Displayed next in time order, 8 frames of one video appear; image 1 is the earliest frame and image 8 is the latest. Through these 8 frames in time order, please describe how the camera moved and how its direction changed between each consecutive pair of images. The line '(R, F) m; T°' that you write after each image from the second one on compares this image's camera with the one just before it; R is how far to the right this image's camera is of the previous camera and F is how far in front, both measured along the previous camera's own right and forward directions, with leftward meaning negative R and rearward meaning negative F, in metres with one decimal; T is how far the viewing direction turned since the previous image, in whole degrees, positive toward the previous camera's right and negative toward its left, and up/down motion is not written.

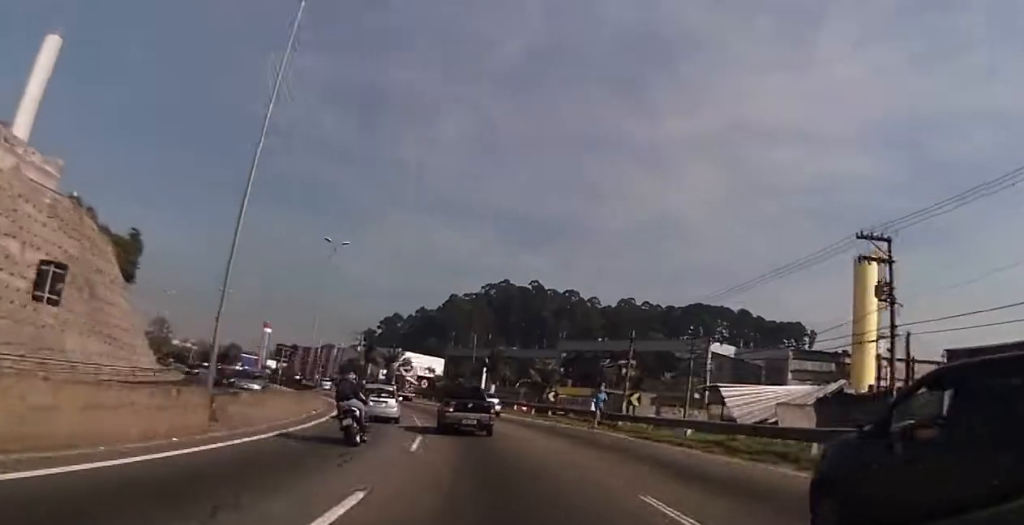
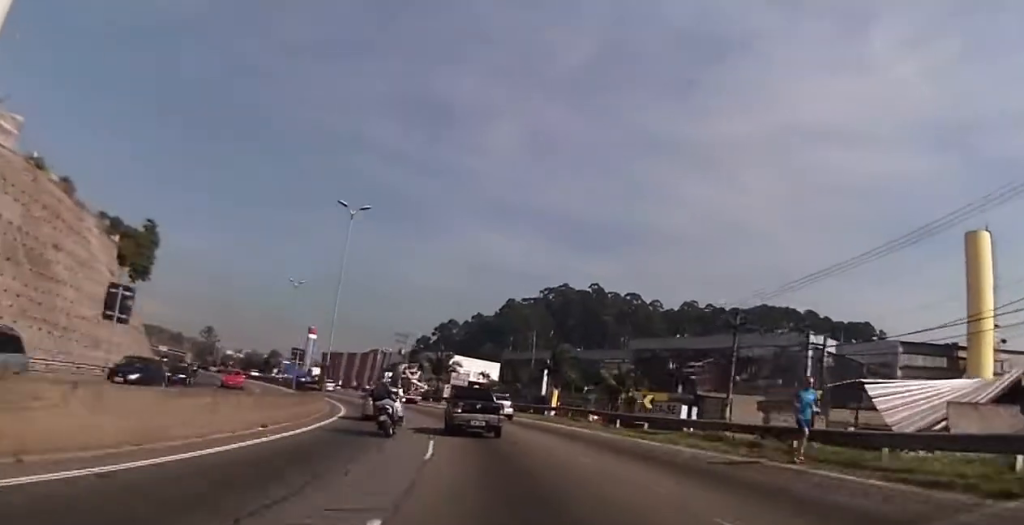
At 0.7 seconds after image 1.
(-1.2, +13.5) m; -6°
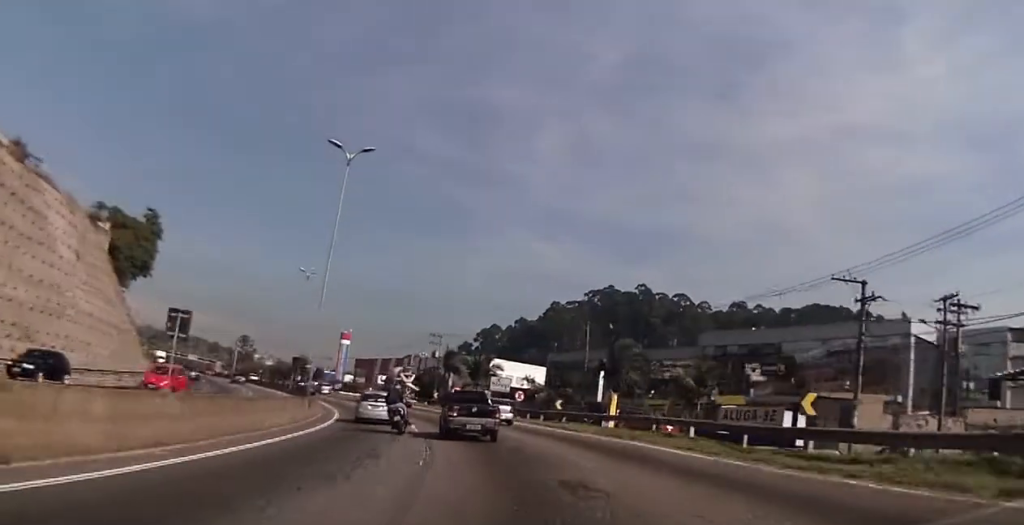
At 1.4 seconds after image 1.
(-0.6, +12.3) m; -5°
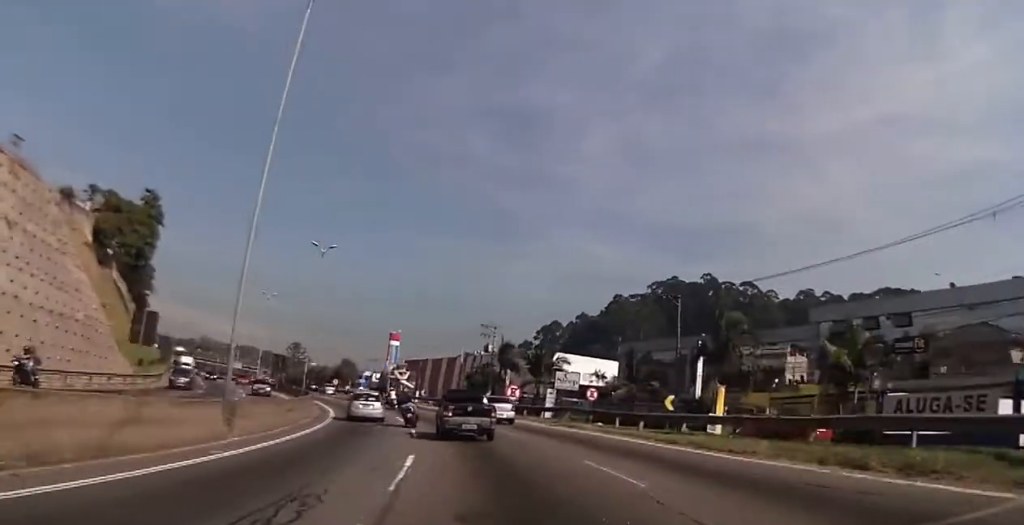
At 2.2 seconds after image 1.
(-0.7, +15.3) m; -6°
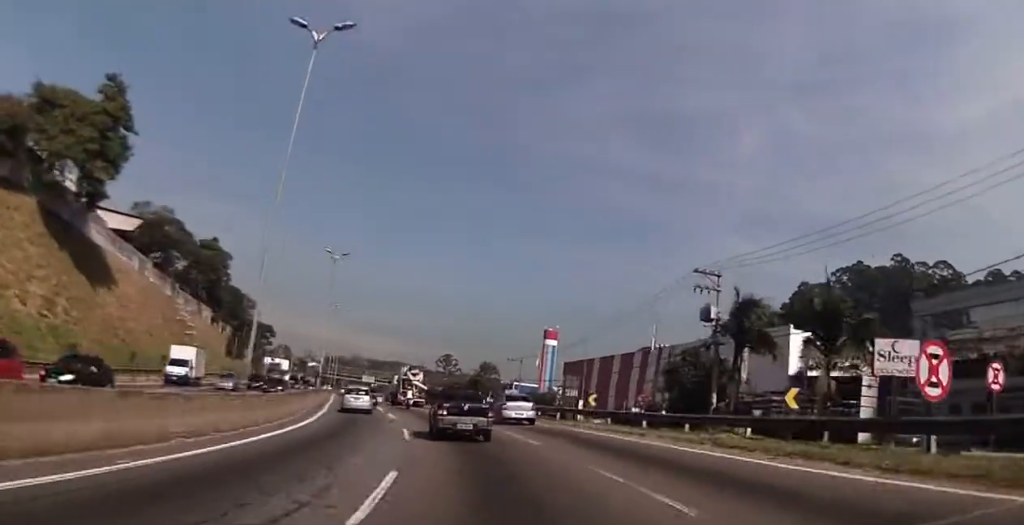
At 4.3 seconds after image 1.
(-3.3, +38.3) m; -11°
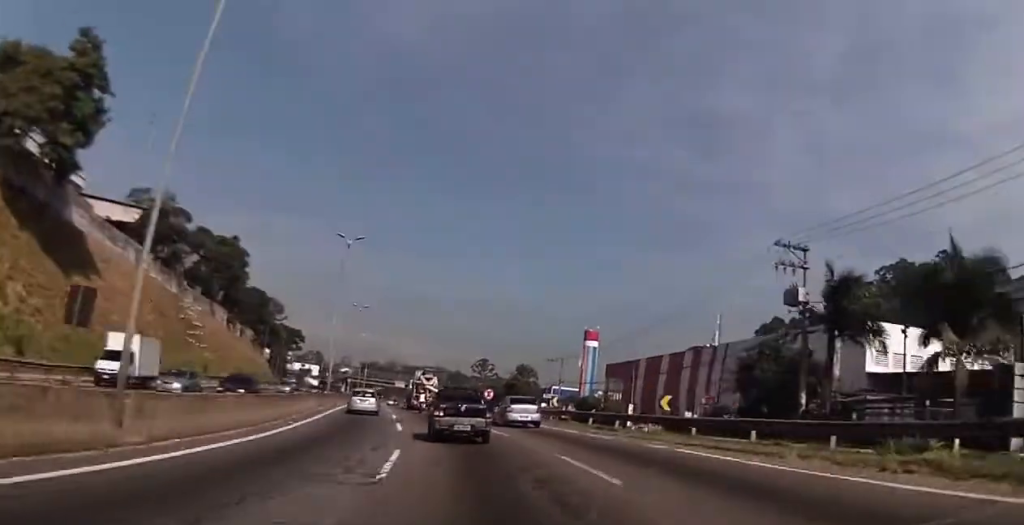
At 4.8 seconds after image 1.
(-0.3, +8.6) m; -4°
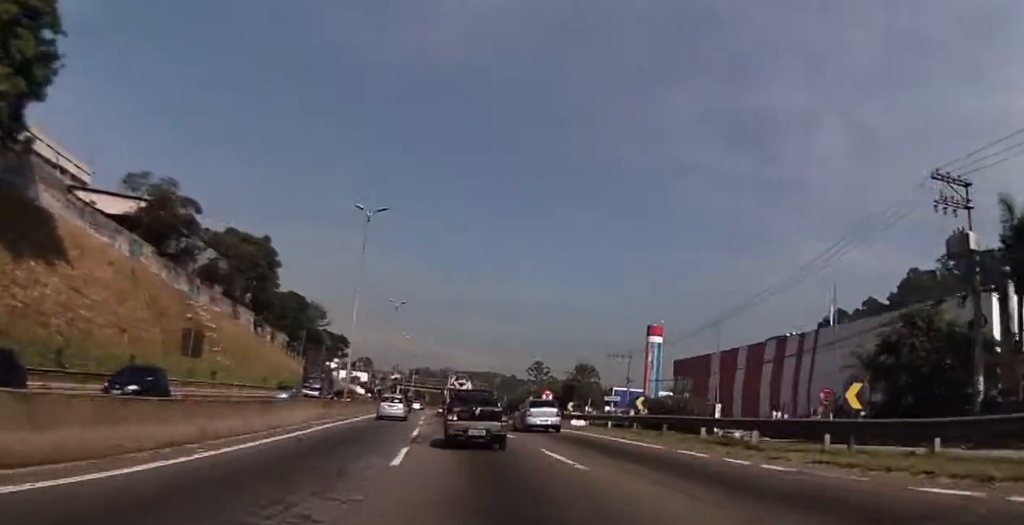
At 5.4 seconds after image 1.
(-0.5, +11.1) m; -4°
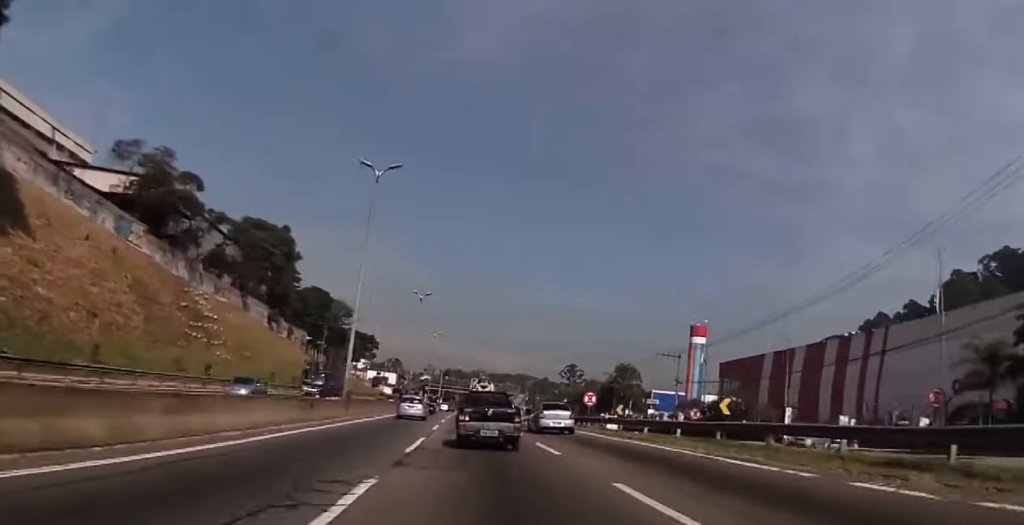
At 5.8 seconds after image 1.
(-0.1, +8.1) m; -3°
